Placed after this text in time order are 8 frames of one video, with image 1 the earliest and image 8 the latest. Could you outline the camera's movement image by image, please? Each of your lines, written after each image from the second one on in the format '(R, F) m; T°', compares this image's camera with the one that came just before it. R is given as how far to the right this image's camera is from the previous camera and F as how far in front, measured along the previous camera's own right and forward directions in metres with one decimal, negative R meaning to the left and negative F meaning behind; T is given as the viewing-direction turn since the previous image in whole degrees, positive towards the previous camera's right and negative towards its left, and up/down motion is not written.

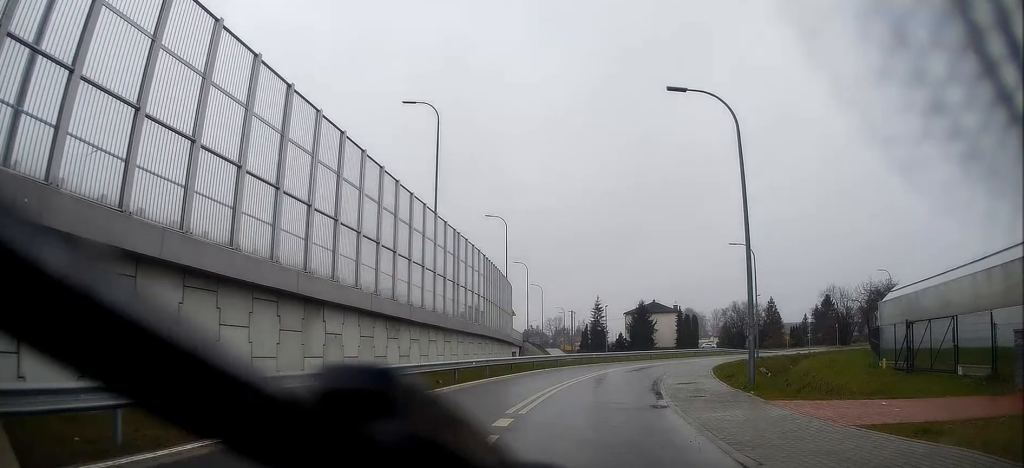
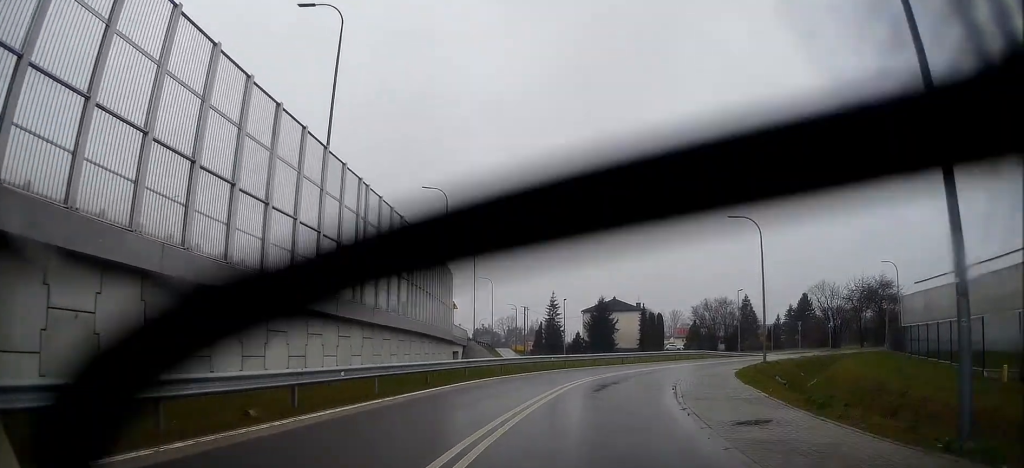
(+0.4, +10.5) m; +3°
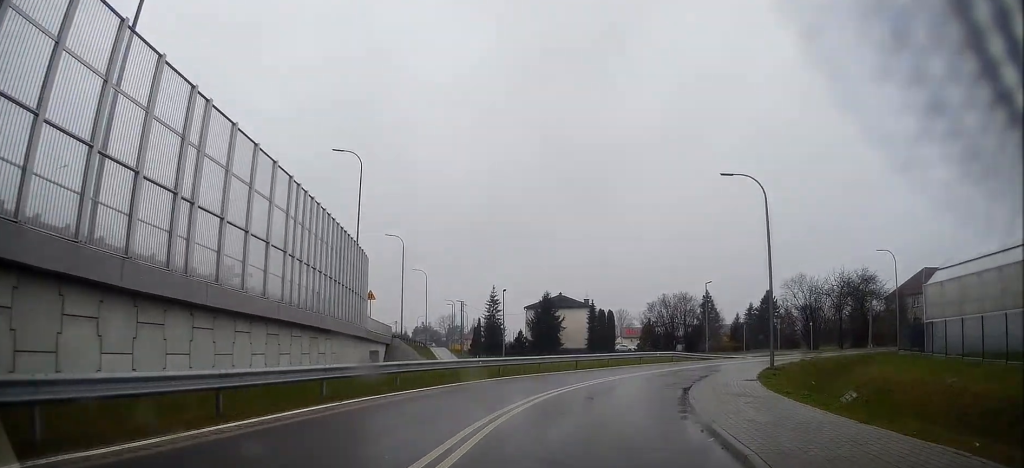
(+0.1, +9.7) m; +4°
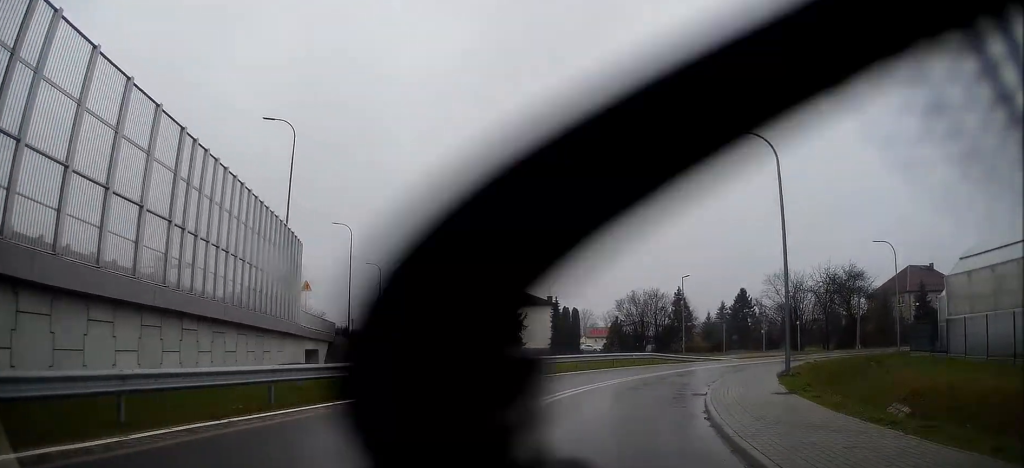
(+0.3, +5.8) m; +3°
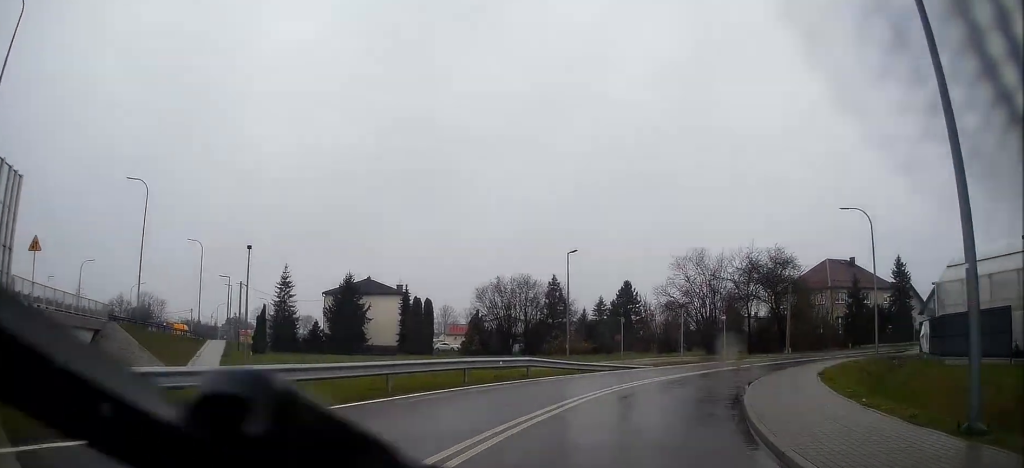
(+1.3, +15.3) m; +14°
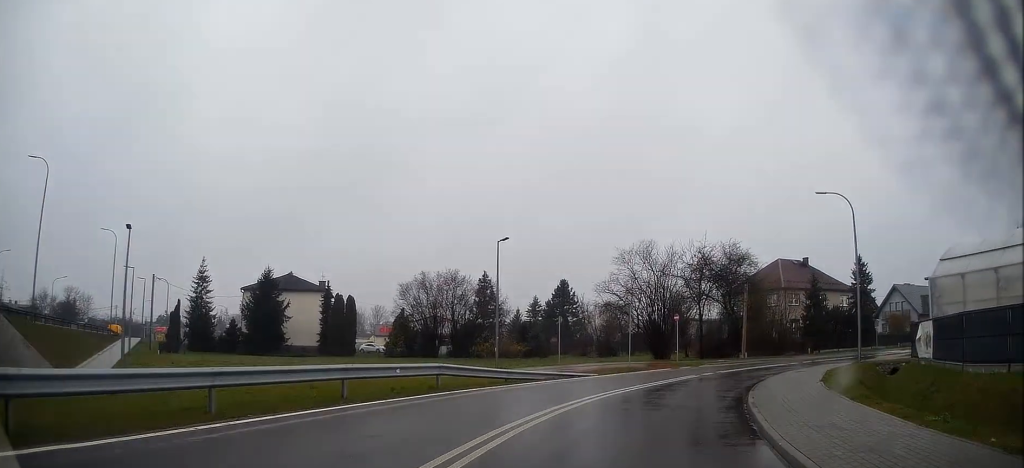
(+0.6, +5.5) m; +6°
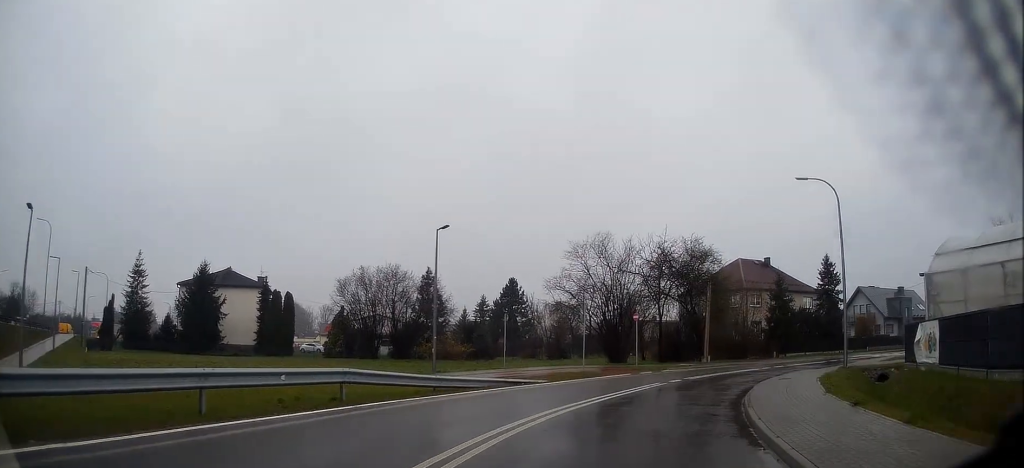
(+0.1, +3.8) m; +4°
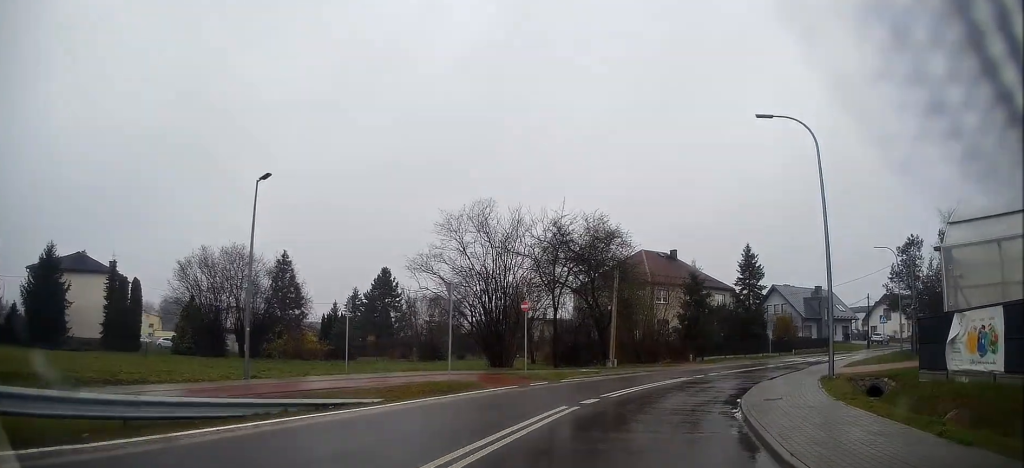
(+0.7, +9.0) m; +11°
